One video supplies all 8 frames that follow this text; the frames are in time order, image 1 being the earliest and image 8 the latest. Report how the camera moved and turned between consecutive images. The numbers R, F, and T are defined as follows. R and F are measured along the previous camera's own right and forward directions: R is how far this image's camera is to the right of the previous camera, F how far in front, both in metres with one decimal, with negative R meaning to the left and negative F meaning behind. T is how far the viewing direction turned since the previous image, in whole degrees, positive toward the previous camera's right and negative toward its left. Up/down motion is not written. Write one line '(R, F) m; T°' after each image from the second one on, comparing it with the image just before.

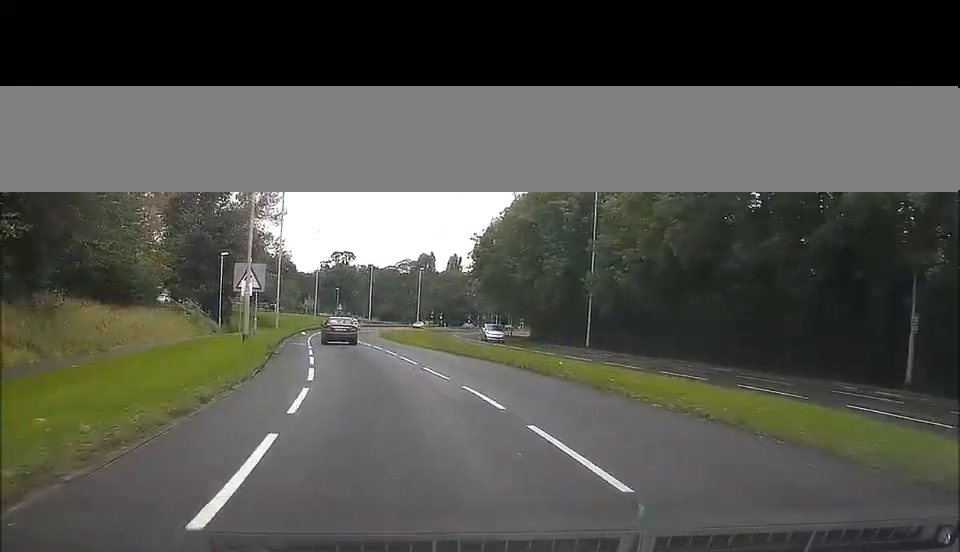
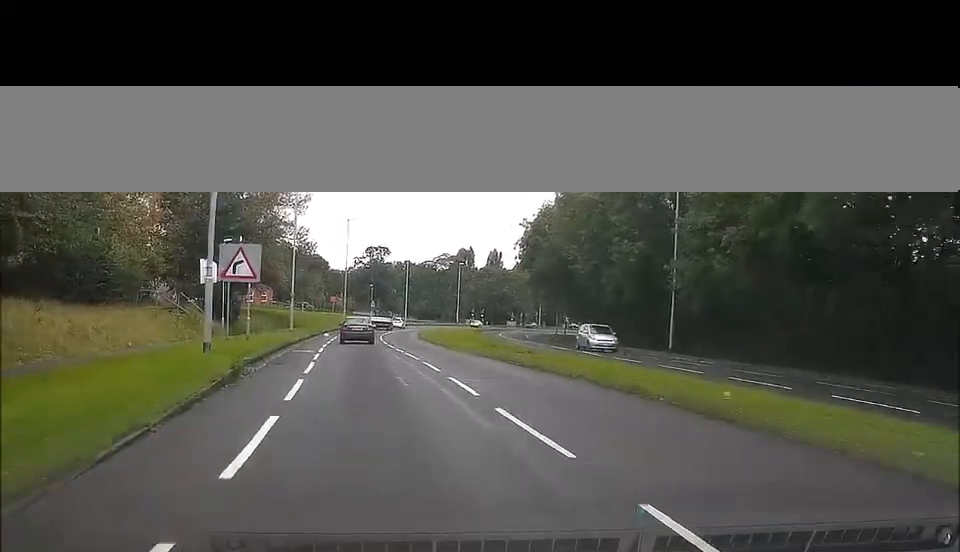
(-0.1, +10.5) m; -2°
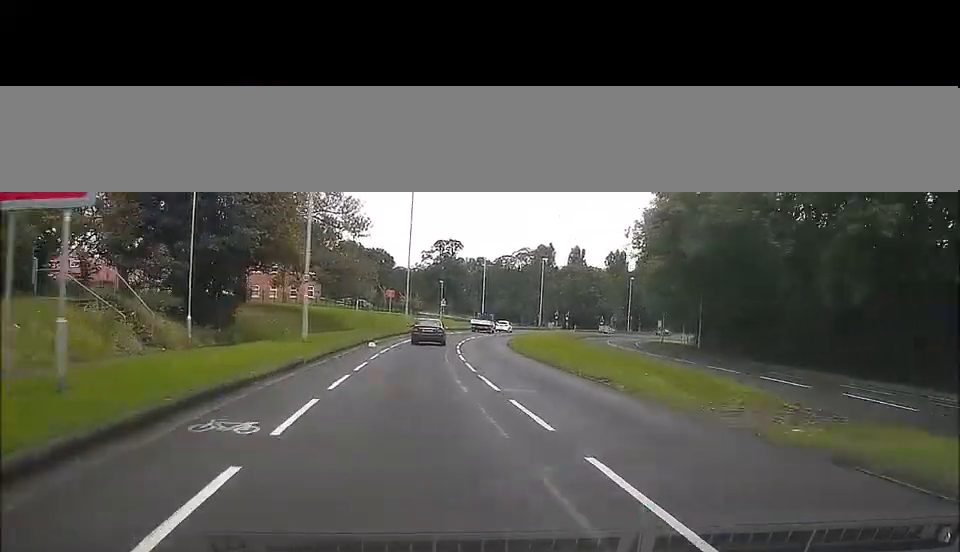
(-0.8, +21.6) m; -4°
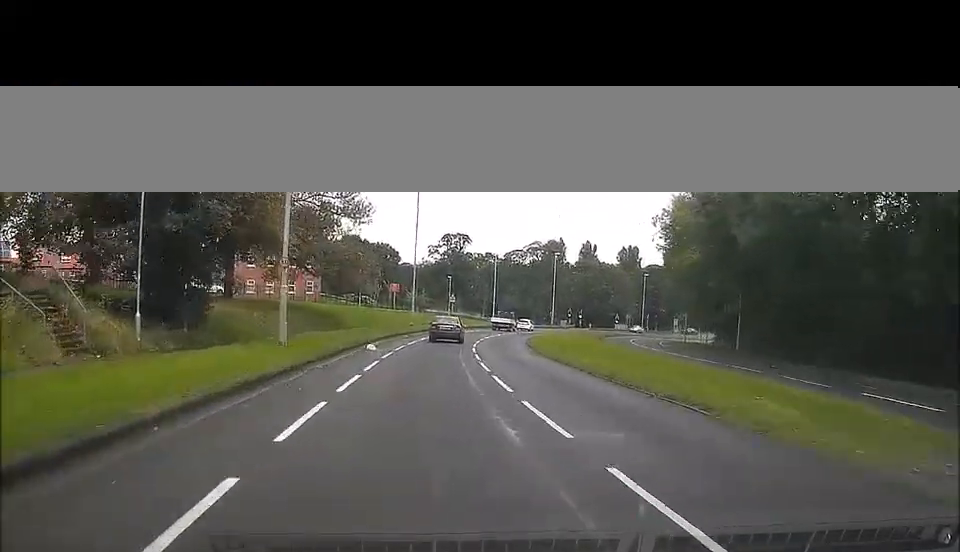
(-0.1, +6.4) m; 0°
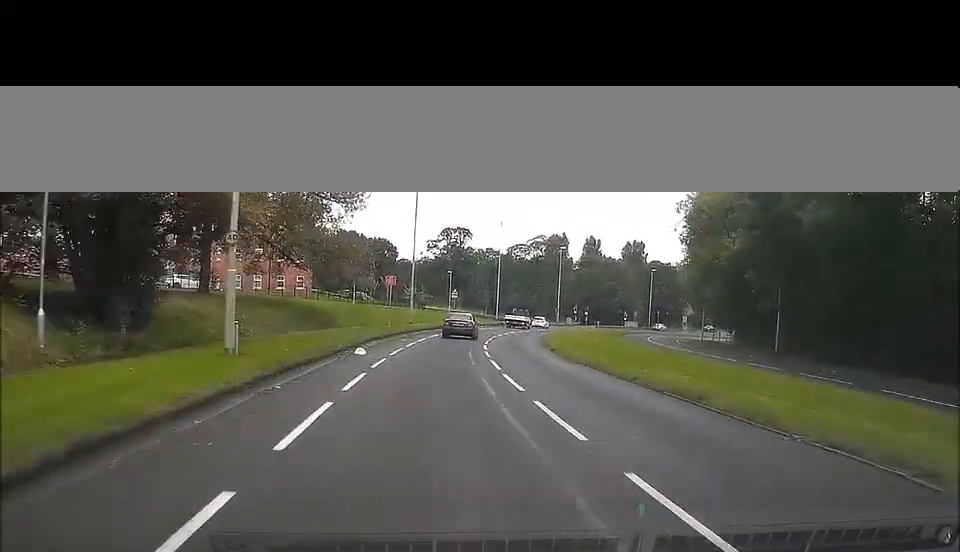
(-0.1, +6.4) m; 0°
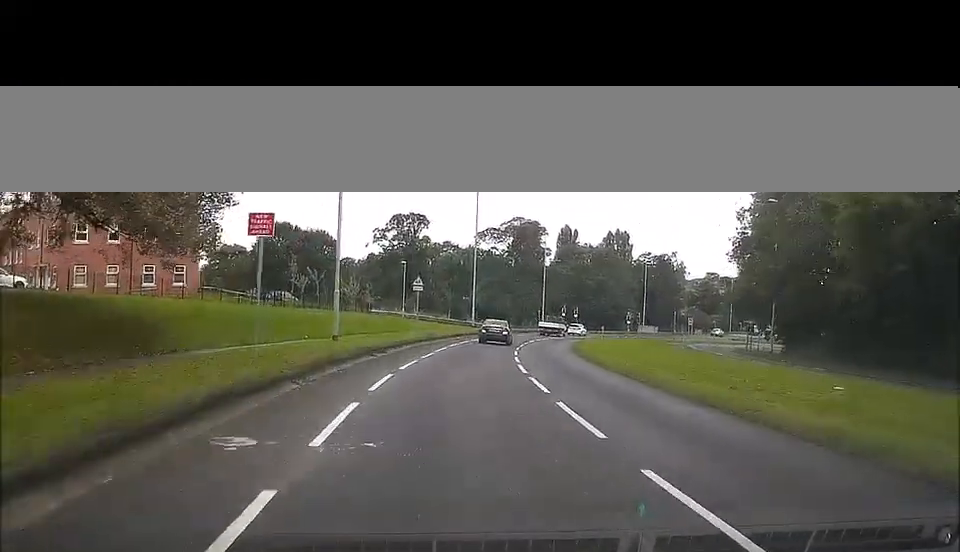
(+0.3, +29.2) m; +3°
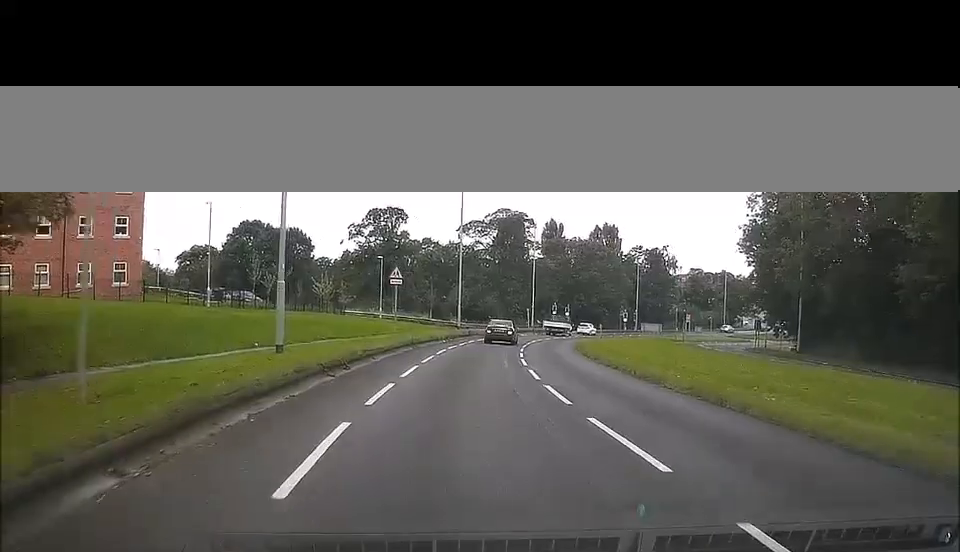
(+0.1, +8.1) m; +2°
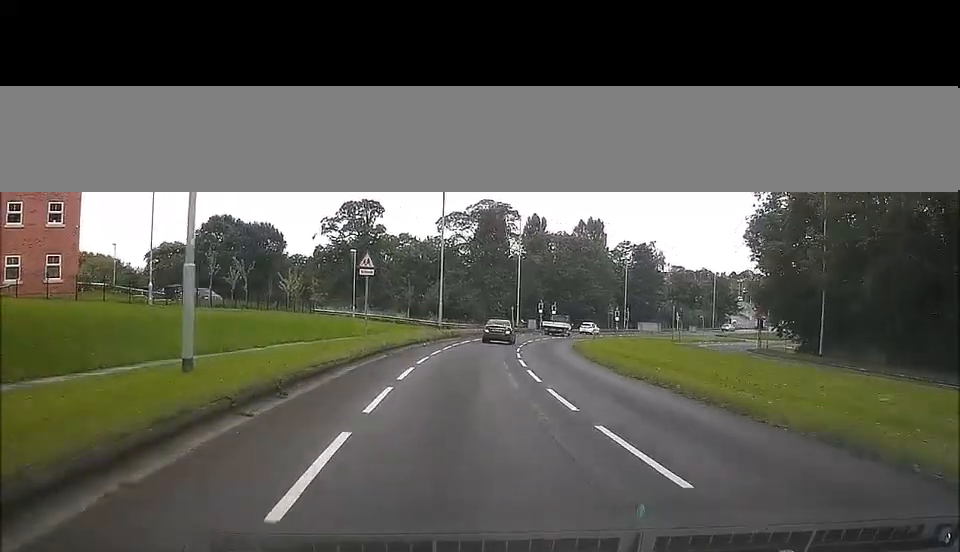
(+0.1, +6.6) m; +2°
